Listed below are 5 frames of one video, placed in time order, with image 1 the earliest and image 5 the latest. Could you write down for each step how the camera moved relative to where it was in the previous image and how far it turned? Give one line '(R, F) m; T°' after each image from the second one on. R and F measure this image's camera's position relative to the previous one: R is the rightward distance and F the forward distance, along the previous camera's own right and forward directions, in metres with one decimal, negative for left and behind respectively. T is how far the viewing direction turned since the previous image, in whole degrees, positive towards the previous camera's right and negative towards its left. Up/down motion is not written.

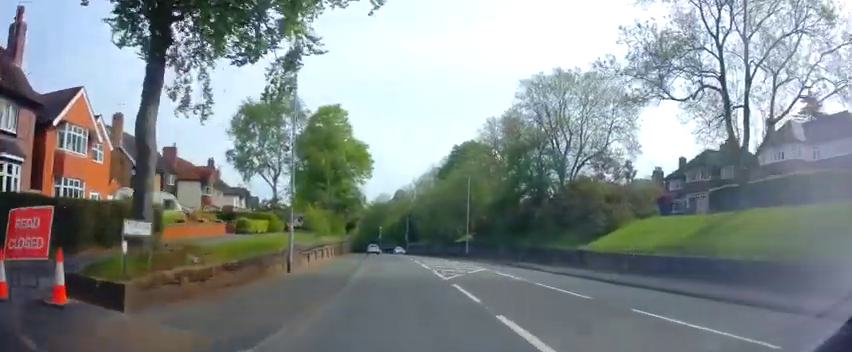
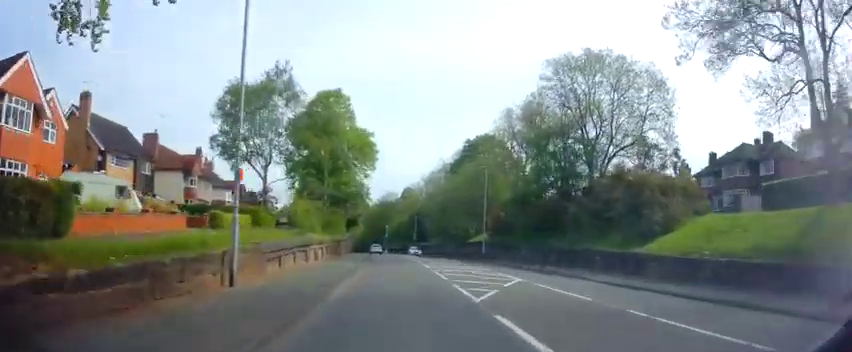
(+0.2, +5.9) m; 0°
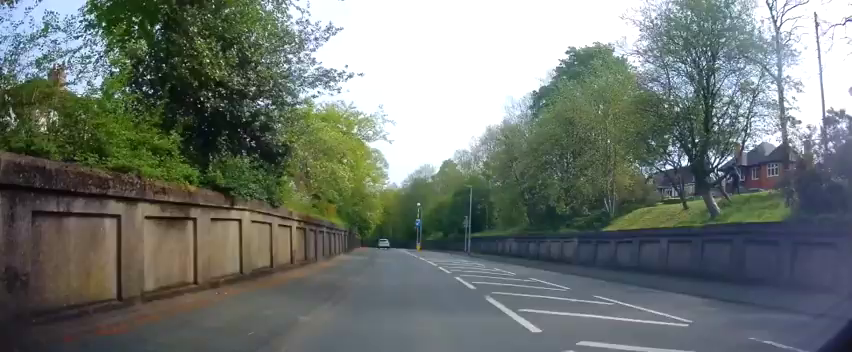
(-1.8, +39.3) m; -6°
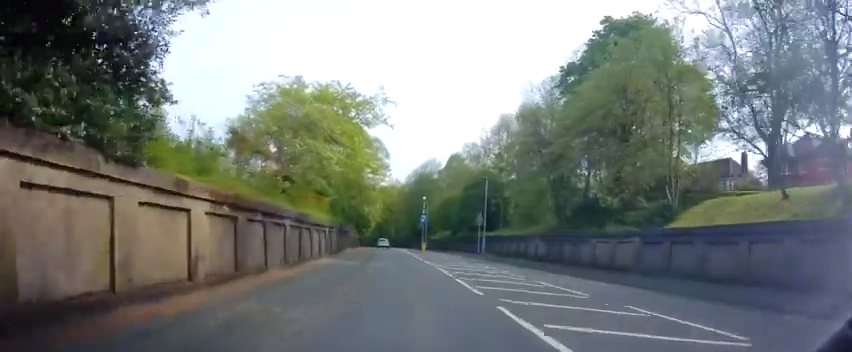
(-0.1, +7.6) m; -1°
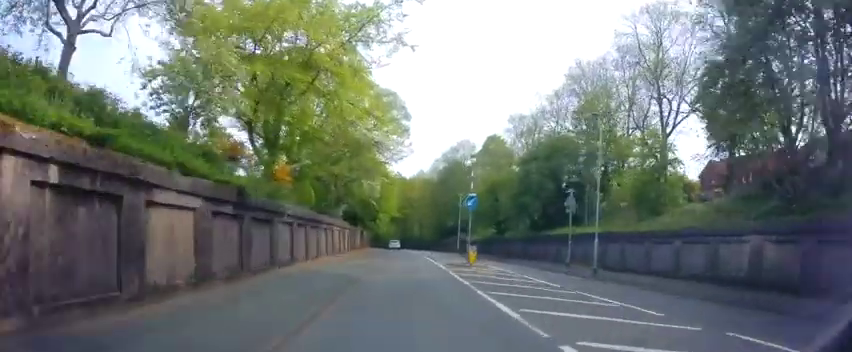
(+0.1, +22.3) m; -1°
